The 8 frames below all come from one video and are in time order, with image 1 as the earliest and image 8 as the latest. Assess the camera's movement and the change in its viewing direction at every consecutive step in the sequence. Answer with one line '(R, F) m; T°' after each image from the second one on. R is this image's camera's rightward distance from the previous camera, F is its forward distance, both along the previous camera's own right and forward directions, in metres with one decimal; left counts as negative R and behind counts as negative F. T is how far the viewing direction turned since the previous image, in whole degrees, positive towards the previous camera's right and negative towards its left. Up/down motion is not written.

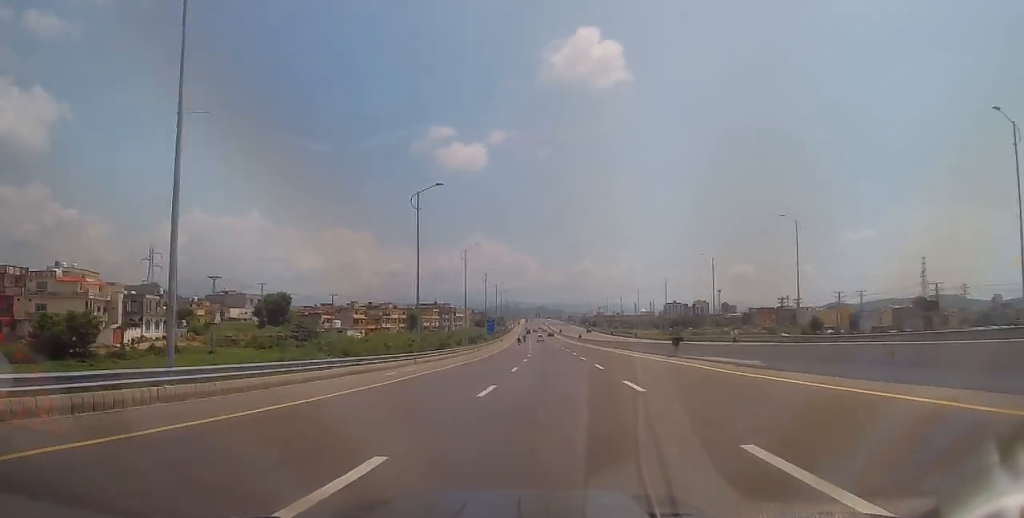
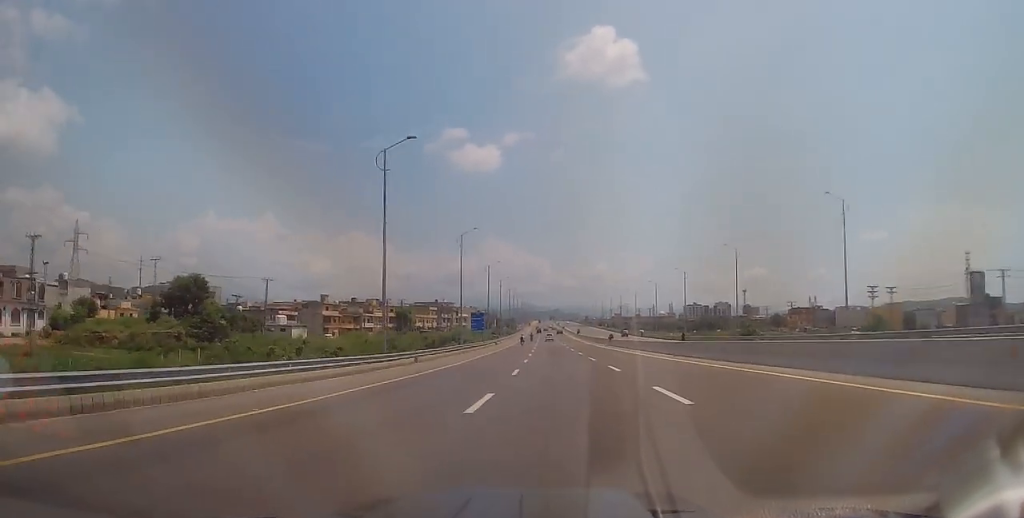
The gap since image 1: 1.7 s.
(-0.8, +39.6) m; -2°
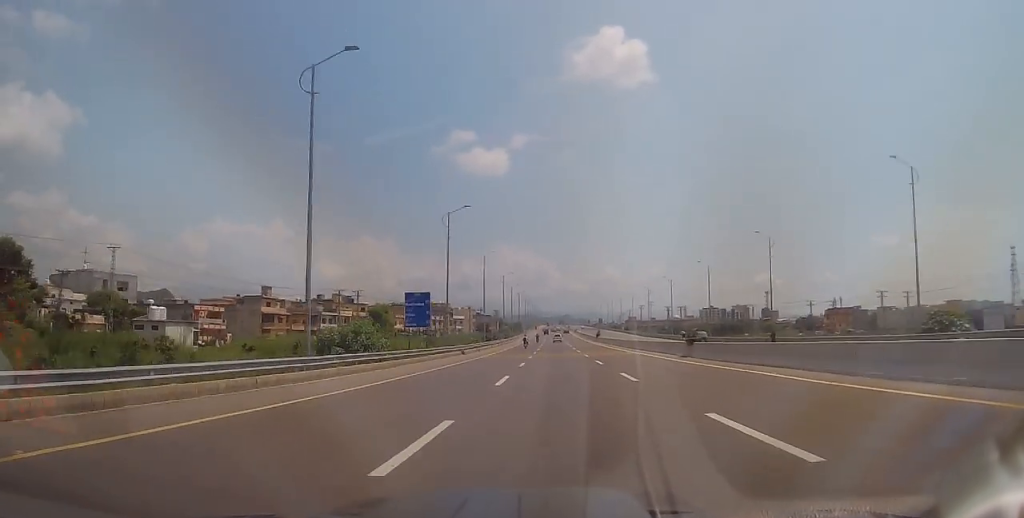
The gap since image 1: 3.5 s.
(+0.1, +41.3) m; 0°
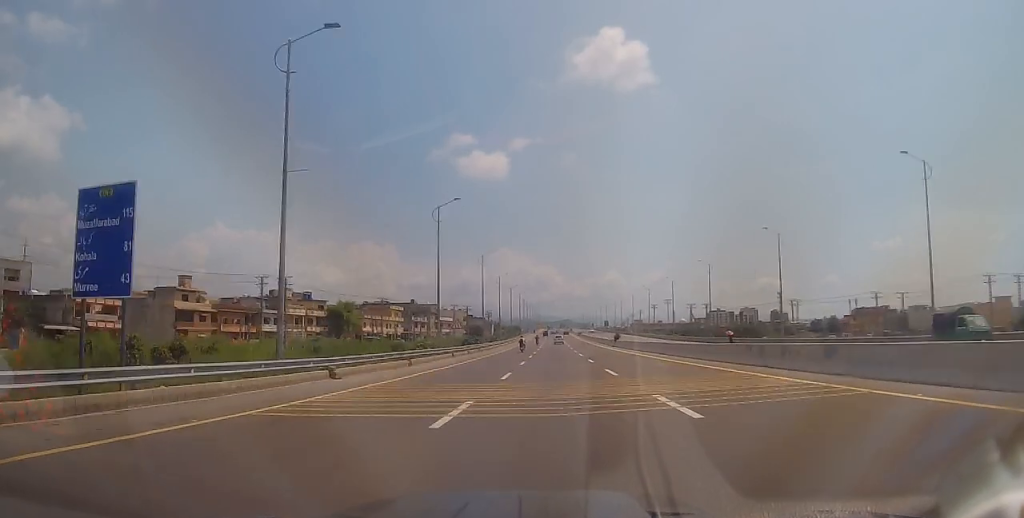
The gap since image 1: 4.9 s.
(-0.6, +32.4) m; -1°
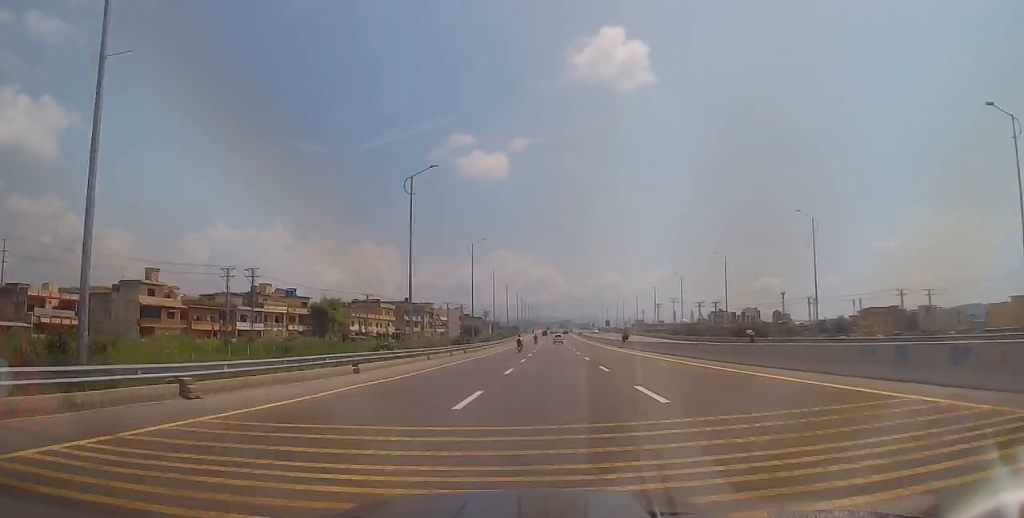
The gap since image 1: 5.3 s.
(0.0, +9.5) m; 0°
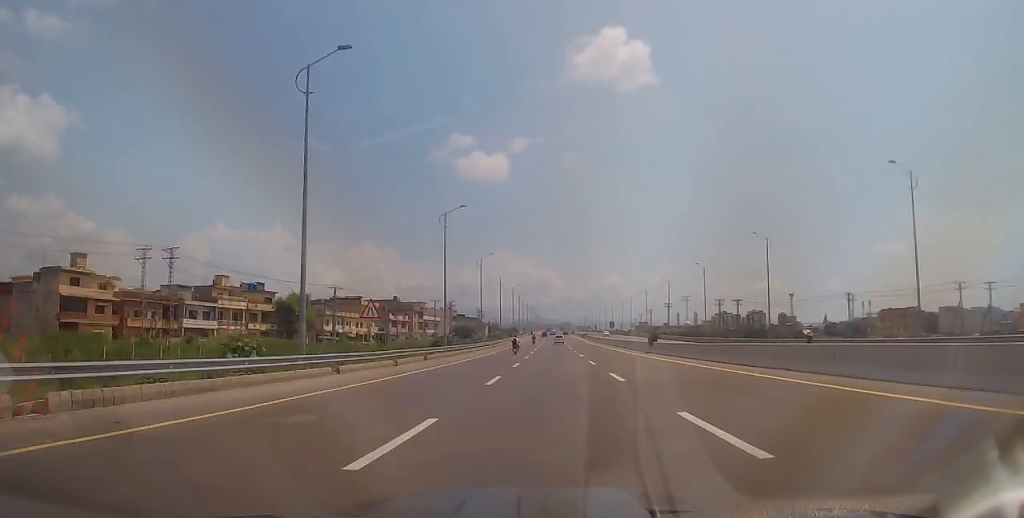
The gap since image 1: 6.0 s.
(0.0, +17.8) m; +1°
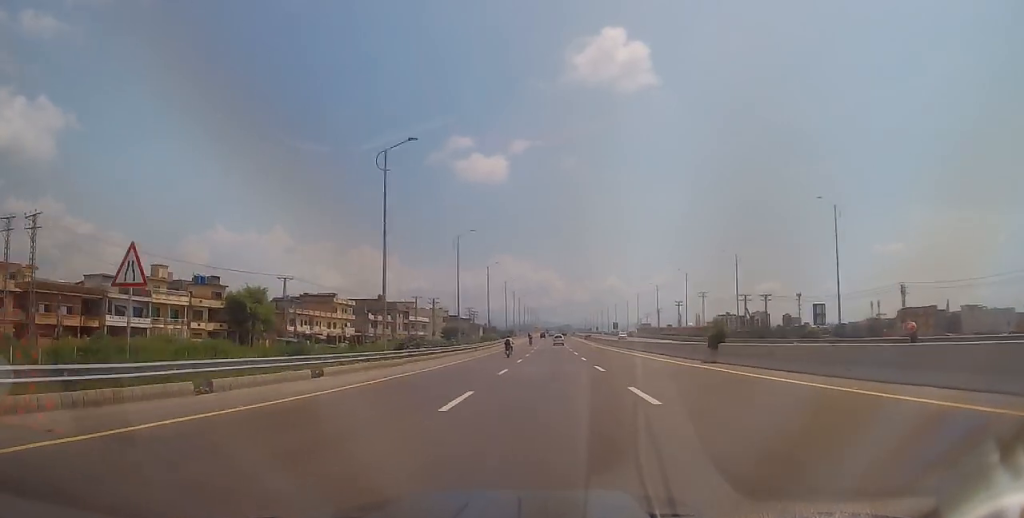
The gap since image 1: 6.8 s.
(+0.3, +18.6) m; 0°
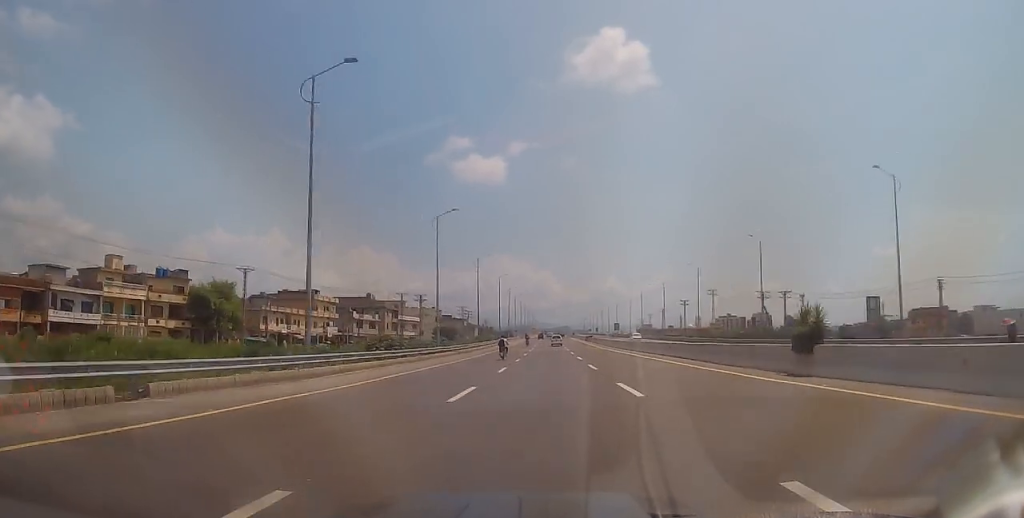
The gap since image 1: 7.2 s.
(+0.2, +10.6) m; 0°
